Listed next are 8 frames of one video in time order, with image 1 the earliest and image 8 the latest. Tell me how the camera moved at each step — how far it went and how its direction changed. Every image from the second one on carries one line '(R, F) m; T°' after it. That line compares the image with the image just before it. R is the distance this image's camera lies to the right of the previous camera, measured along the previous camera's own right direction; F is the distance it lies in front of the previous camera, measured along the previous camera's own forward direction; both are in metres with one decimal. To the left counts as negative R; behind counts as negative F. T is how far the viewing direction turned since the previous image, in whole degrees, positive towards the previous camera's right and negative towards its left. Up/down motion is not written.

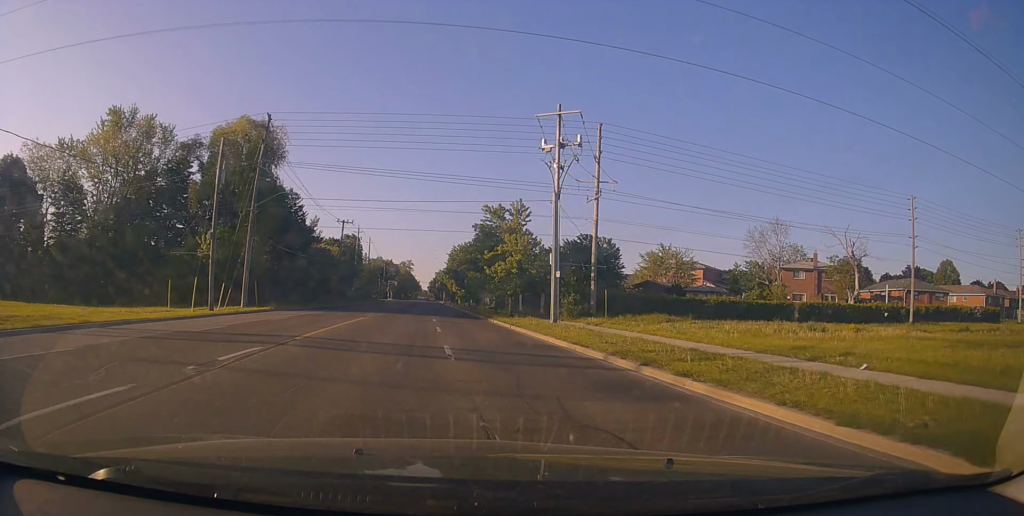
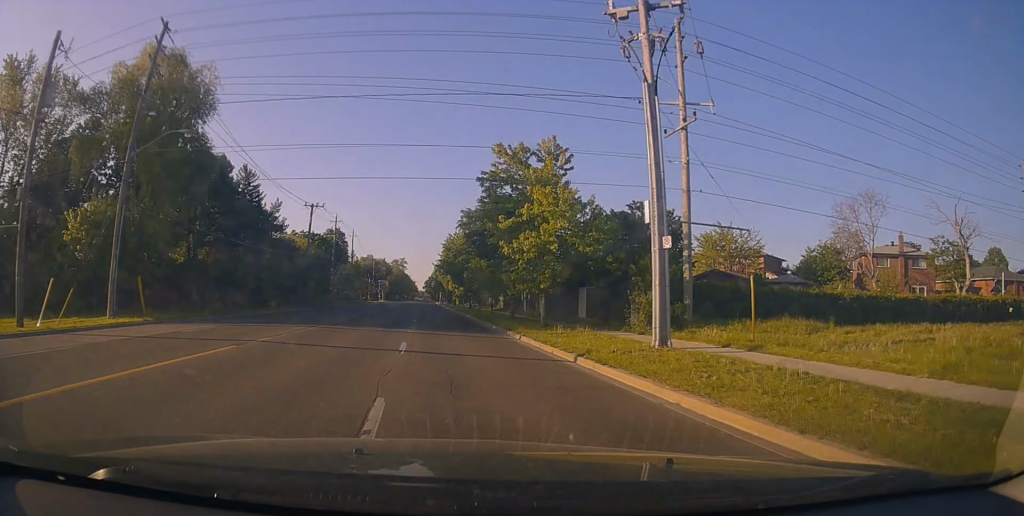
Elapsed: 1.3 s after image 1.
(+0.3, +17.6) m; +2°
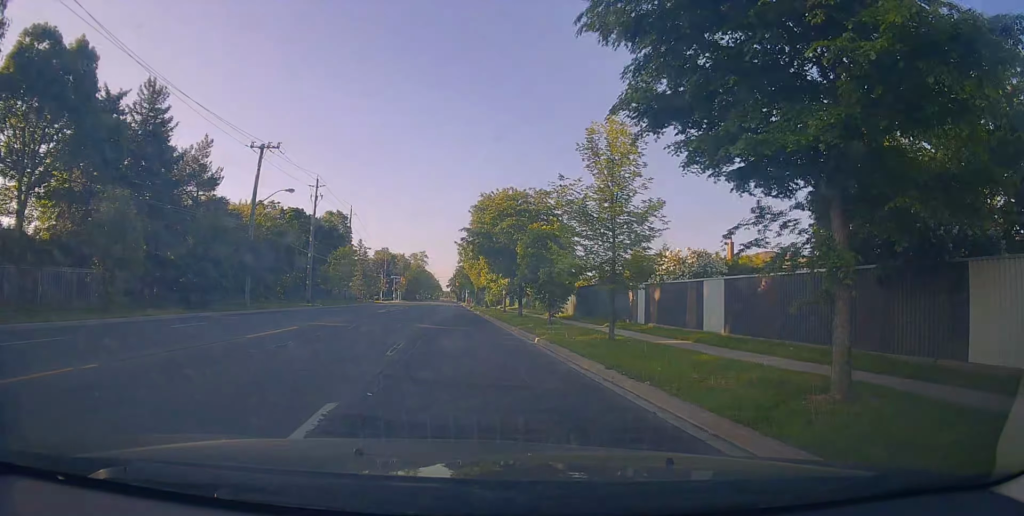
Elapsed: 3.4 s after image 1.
(+0.7, +28.1) m; -1°
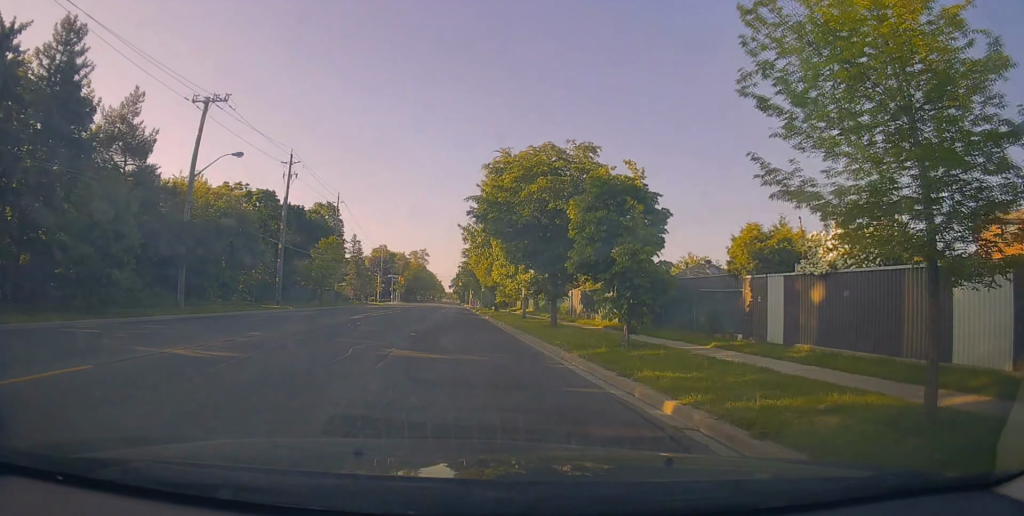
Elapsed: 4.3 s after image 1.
(-0.6, +11.6) m; -1°
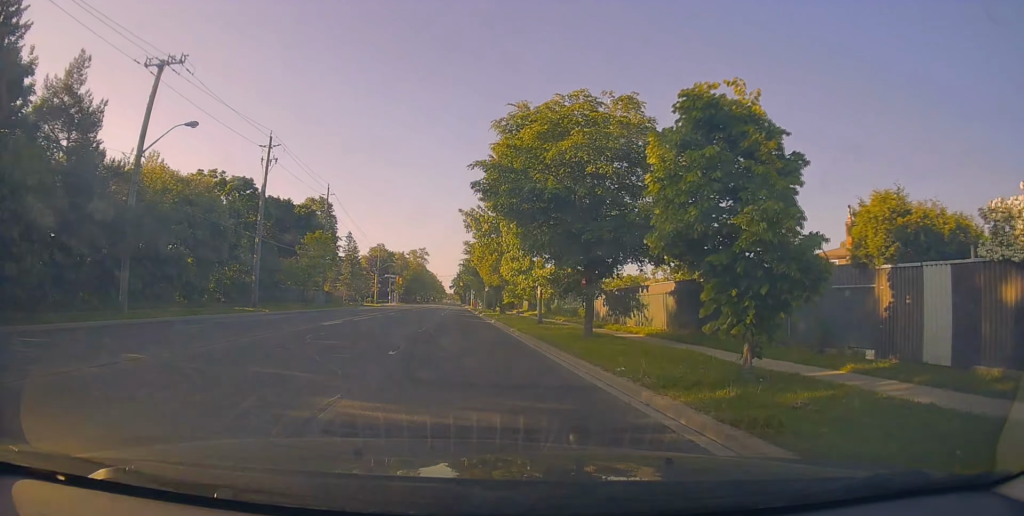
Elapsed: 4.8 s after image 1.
(-0.3, +6.2) m; 0°
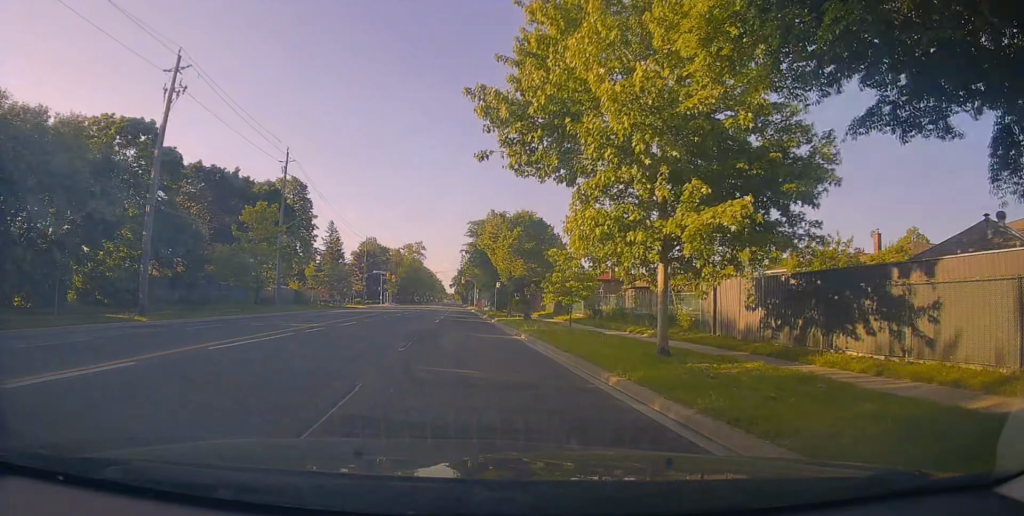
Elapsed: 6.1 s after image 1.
(+0.7, +17.3) m; 0°
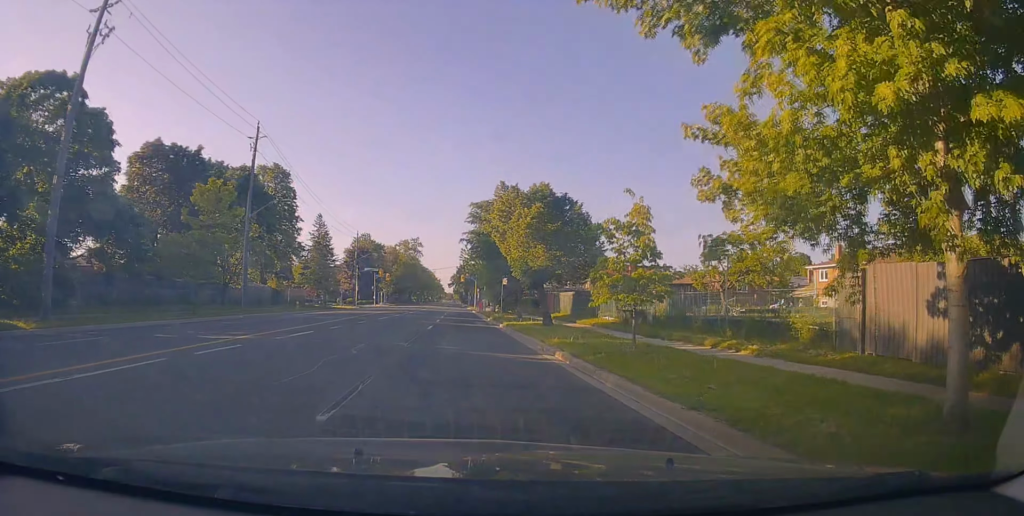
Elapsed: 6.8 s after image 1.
(-0.2, +7.9) m; -1°
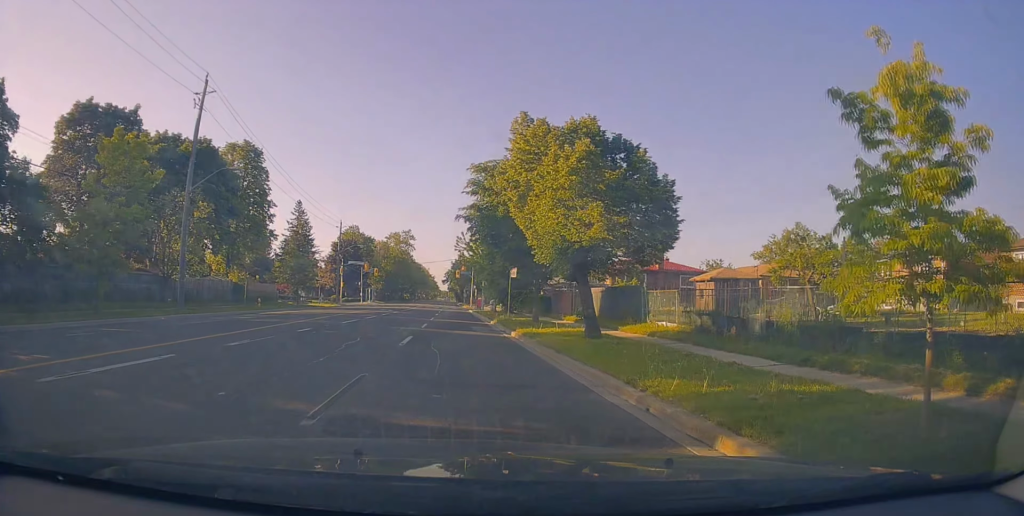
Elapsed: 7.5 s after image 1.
(+0.1, +9.5) m; 0°
